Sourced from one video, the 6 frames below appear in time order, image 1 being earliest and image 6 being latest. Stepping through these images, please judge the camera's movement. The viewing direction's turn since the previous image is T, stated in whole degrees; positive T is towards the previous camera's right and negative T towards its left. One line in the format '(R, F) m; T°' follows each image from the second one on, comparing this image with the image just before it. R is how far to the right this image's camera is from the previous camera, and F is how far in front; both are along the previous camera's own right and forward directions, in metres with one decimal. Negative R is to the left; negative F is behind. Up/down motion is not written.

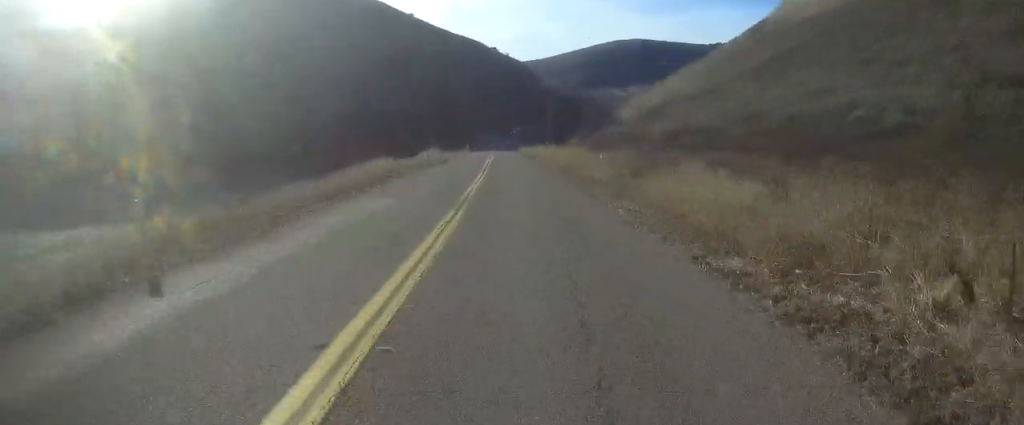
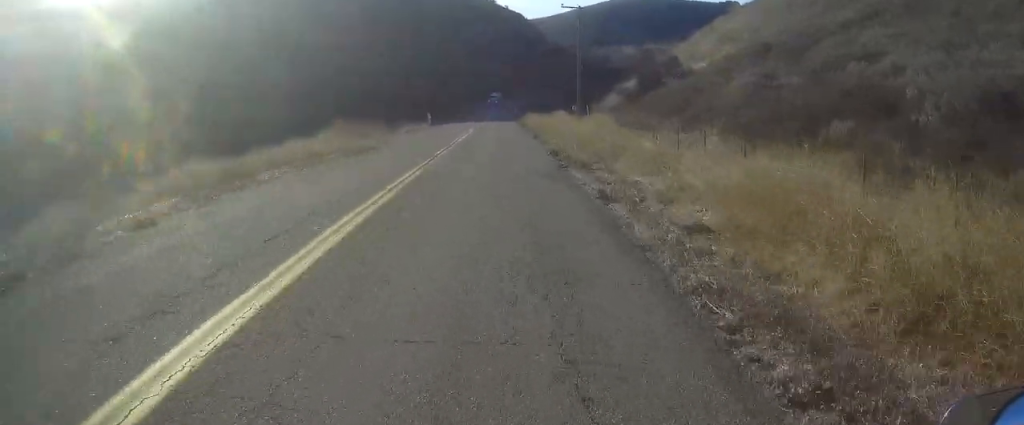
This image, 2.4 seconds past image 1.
(+0.6, +46.6) m; +2°
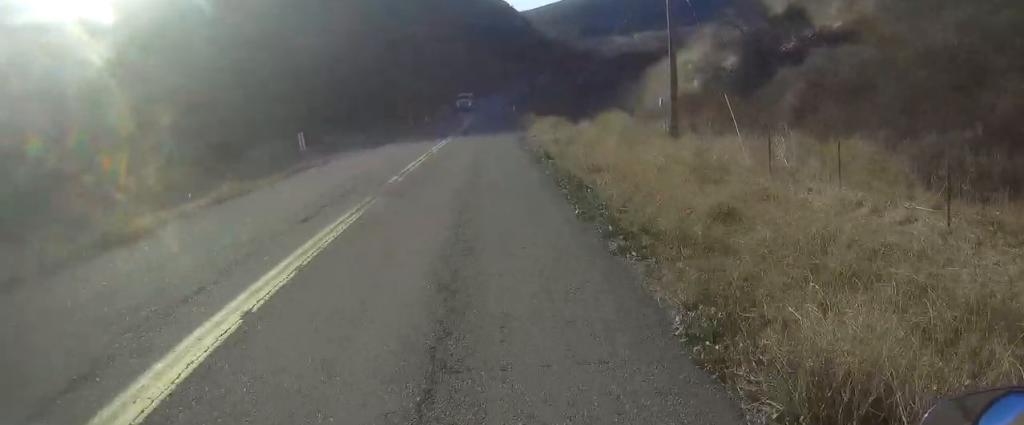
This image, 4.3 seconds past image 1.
(+0.4, +35.3) m; +1°
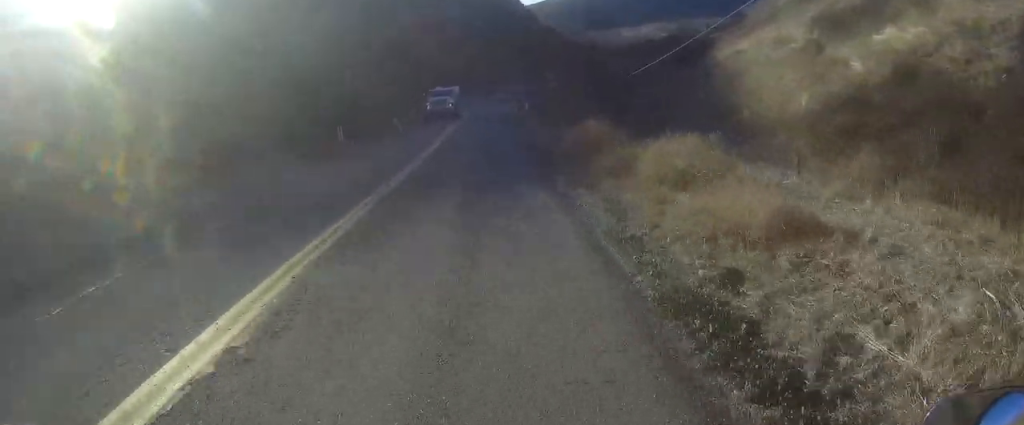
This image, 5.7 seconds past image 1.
(+0.1, +26.4) m; -1°
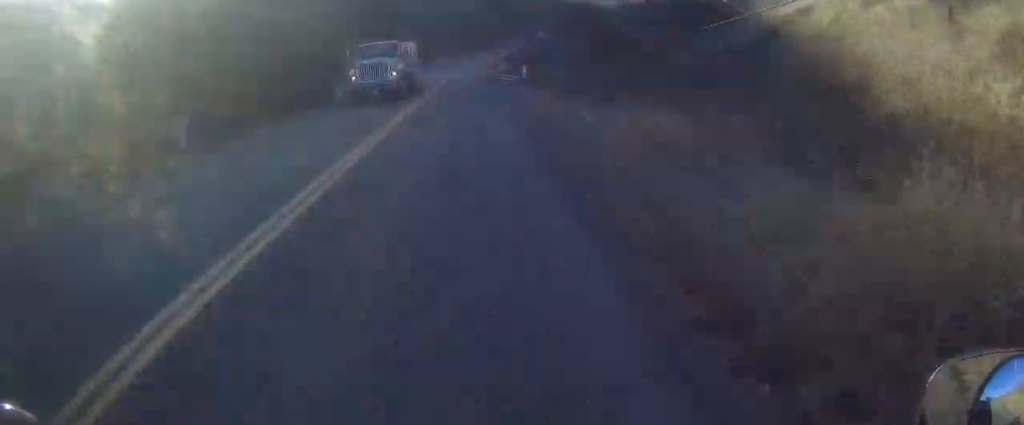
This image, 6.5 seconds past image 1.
(-0.3, +15.2) m; -1°
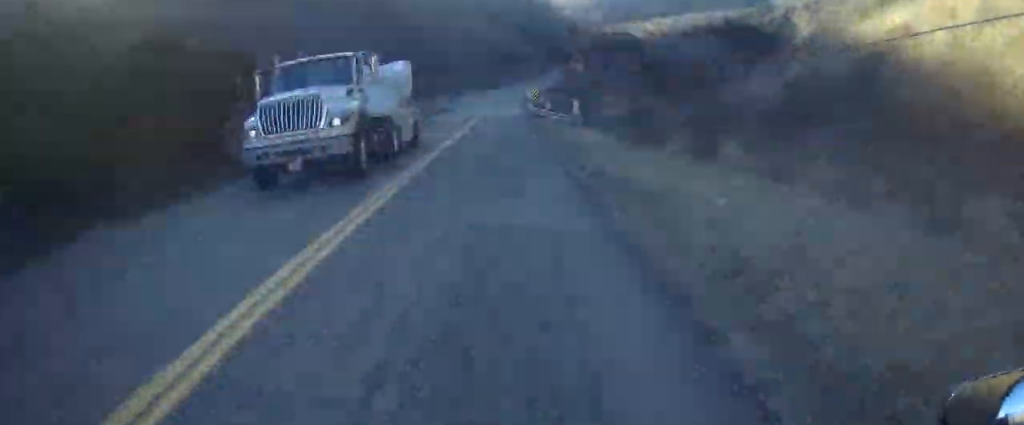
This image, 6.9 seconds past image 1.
(0.0, +8.8) m; -1°
